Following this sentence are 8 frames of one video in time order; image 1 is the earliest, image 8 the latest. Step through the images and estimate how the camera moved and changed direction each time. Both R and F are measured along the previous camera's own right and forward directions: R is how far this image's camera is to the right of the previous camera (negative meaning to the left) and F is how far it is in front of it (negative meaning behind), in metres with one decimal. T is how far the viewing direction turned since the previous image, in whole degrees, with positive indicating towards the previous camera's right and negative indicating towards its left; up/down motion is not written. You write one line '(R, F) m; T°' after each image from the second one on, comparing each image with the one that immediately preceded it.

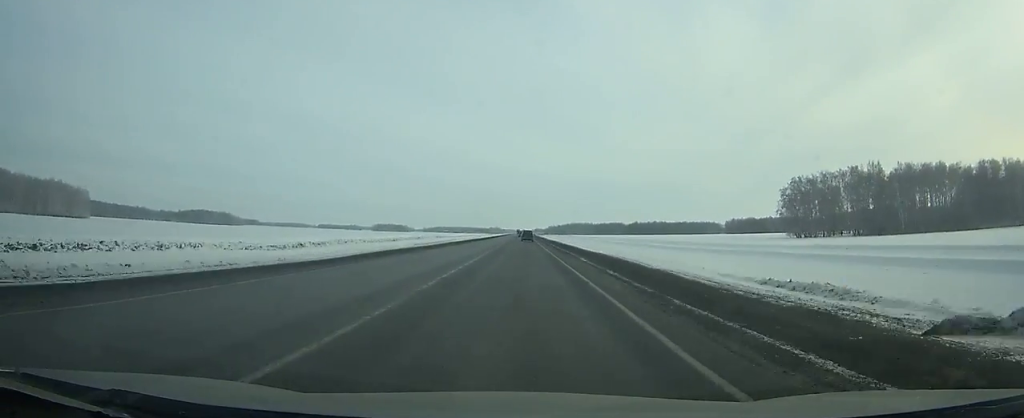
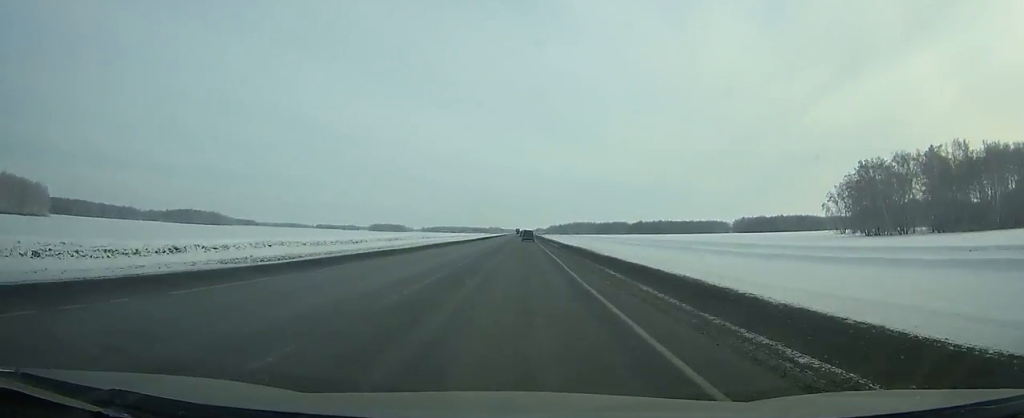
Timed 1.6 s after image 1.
(0.0, +41.2) m; 0°
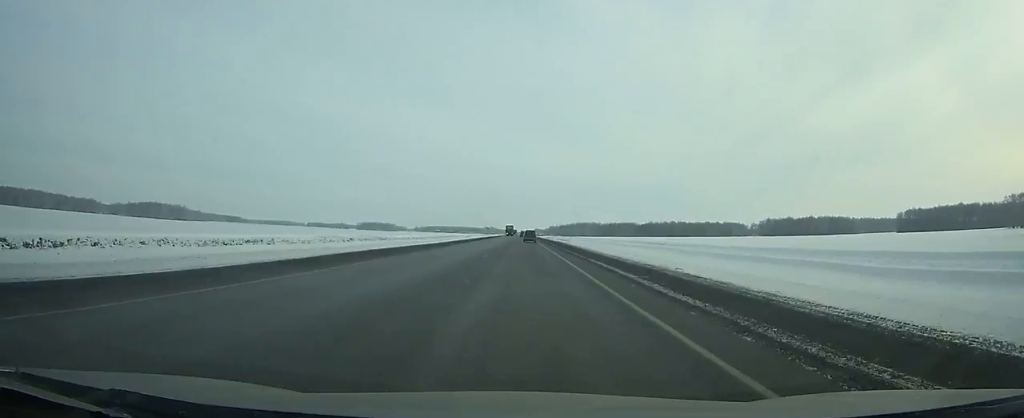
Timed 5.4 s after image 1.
(0.0, +97.9) m; 0°
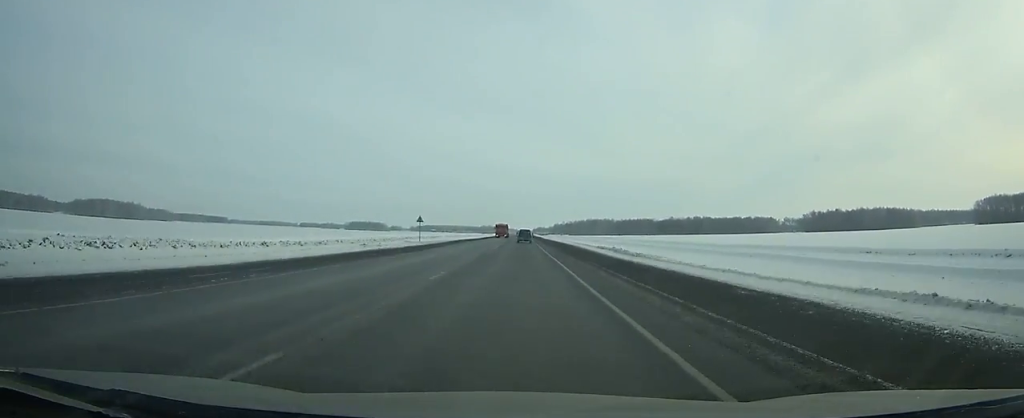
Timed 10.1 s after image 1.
(+0.1, +122.4) m; 0°
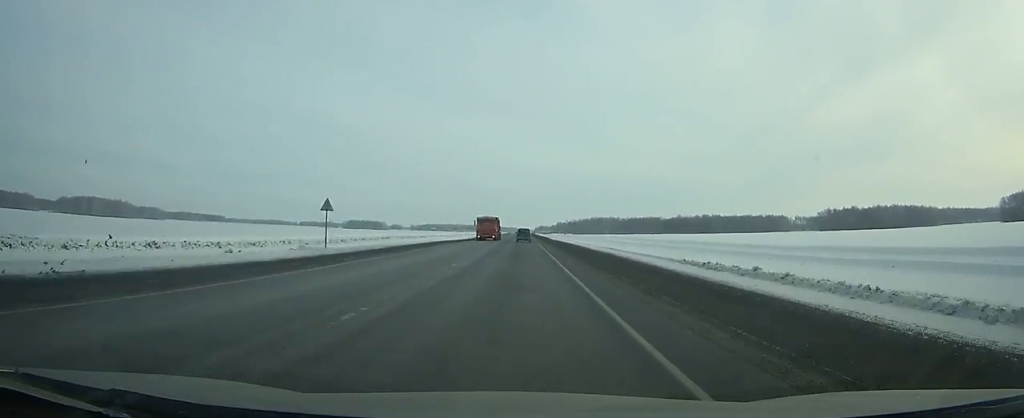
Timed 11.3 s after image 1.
(0.0, +31.5) m; 0°
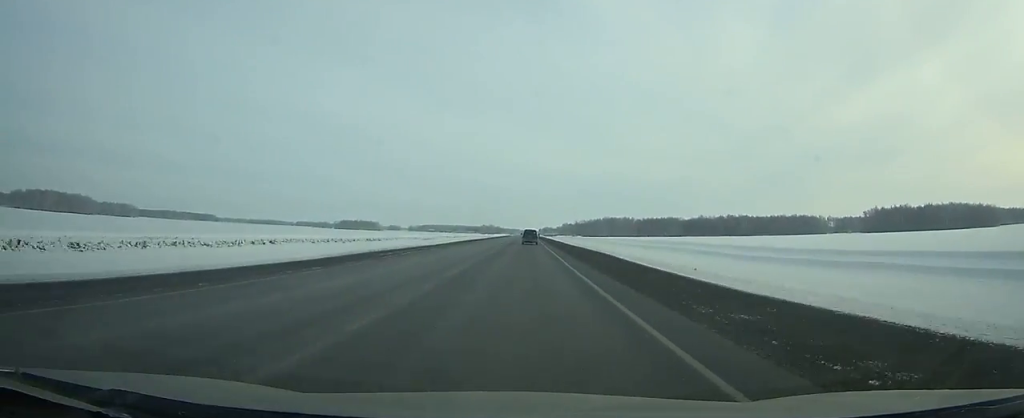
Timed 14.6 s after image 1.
(-0.3, +87.8) m; 0°
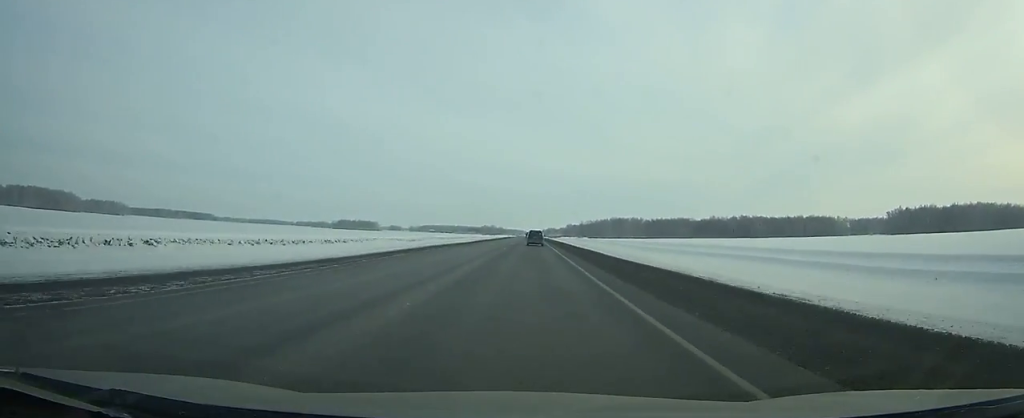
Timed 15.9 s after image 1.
(0.0, +35.0) m; 0°
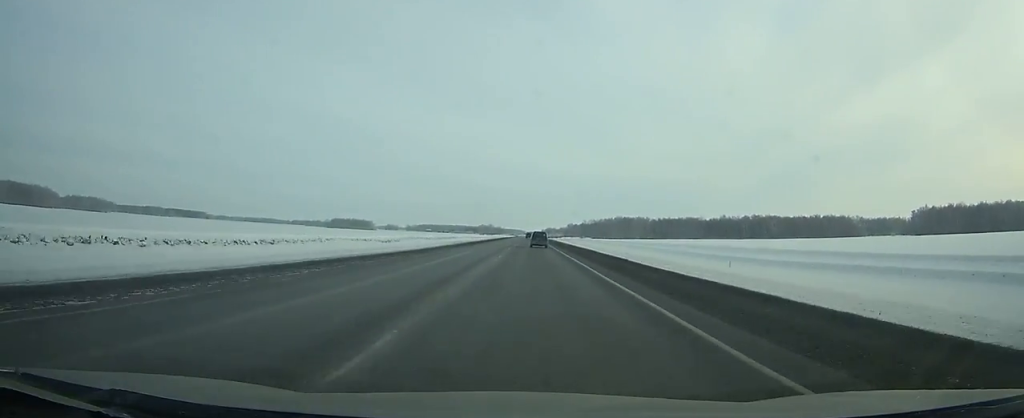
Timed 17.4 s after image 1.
(-0.1, +40.3) m; 0°
